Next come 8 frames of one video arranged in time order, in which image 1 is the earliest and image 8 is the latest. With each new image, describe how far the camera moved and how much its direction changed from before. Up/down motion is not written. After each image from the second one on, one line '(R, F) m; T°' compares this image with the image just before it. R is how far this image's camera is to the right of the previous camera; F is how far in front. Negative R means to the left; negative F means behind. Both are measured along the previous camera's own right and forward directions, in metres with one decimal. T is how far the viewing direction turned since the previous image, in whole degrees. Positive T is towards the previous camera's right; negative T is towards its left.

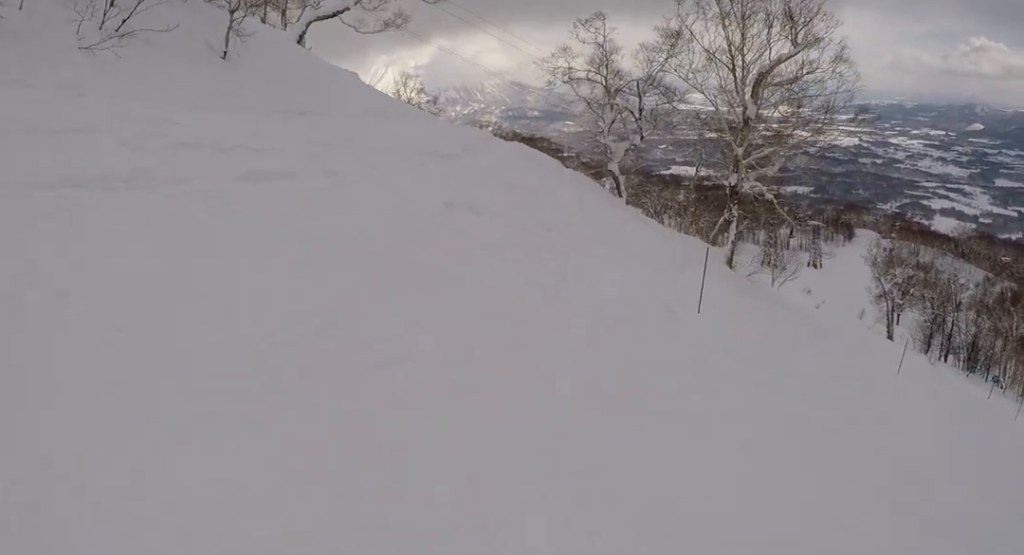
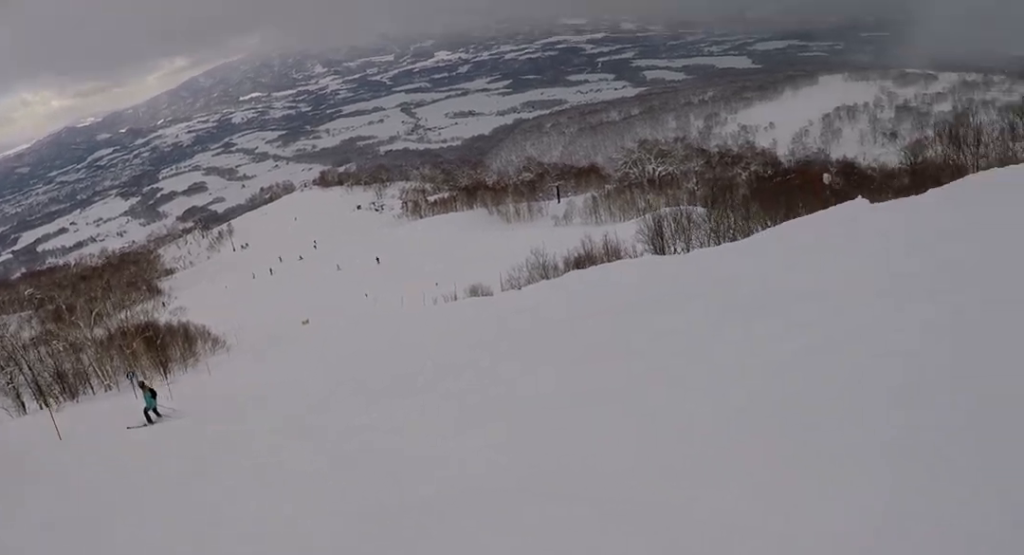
(+5.5, +6.2) m; +84°
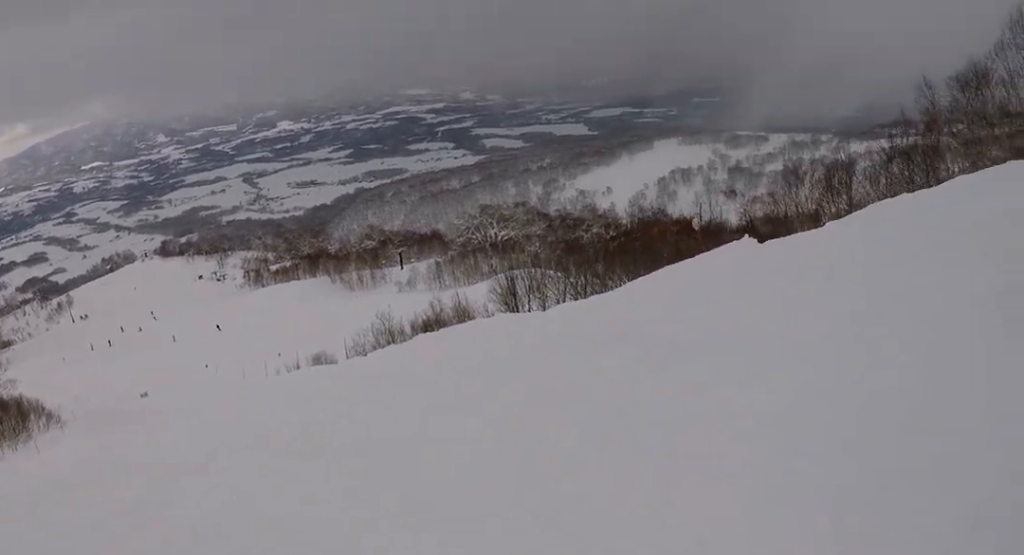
(+0.3, +2.3) m; +3°
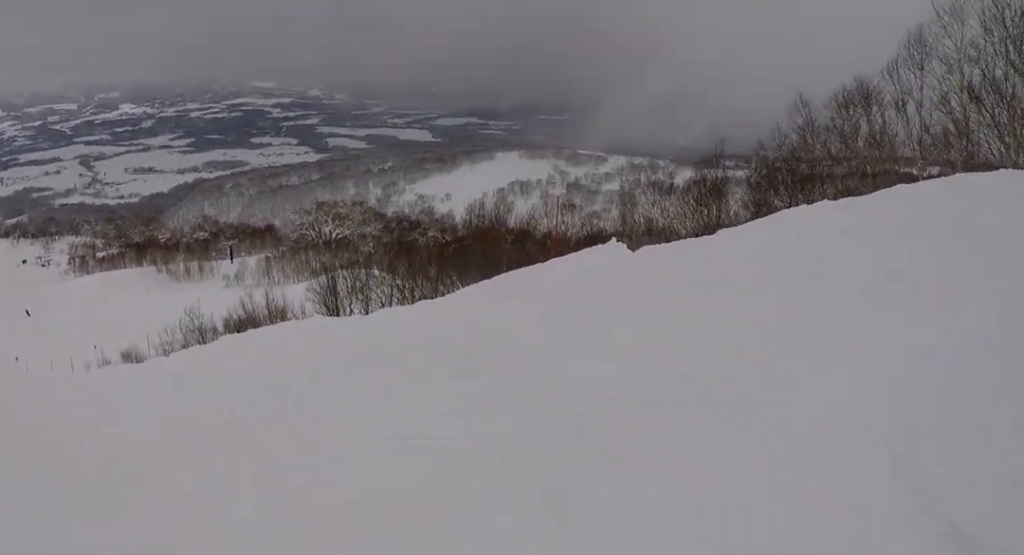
(+0.3, +3.8) m; -3°
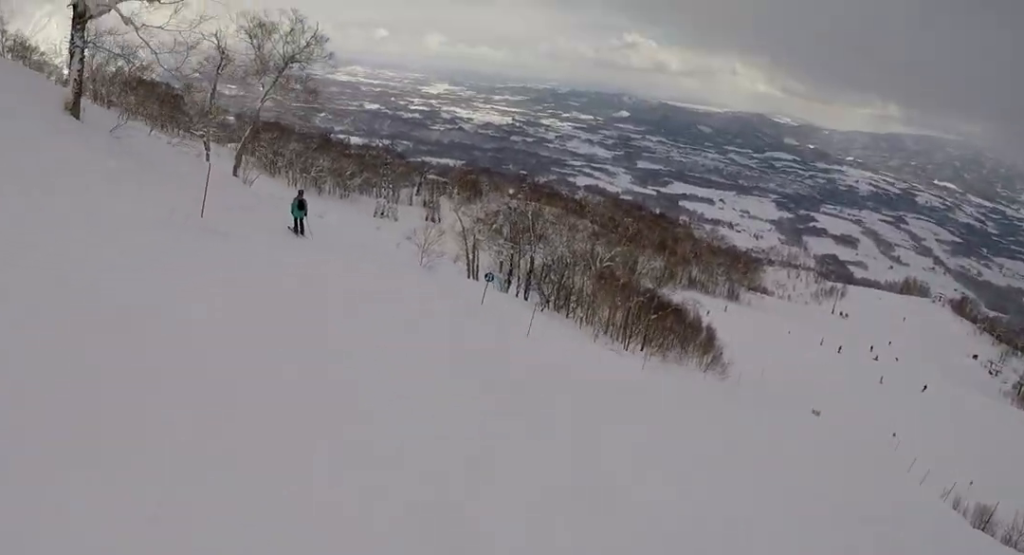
(-1.6, +6.0) m; -41°
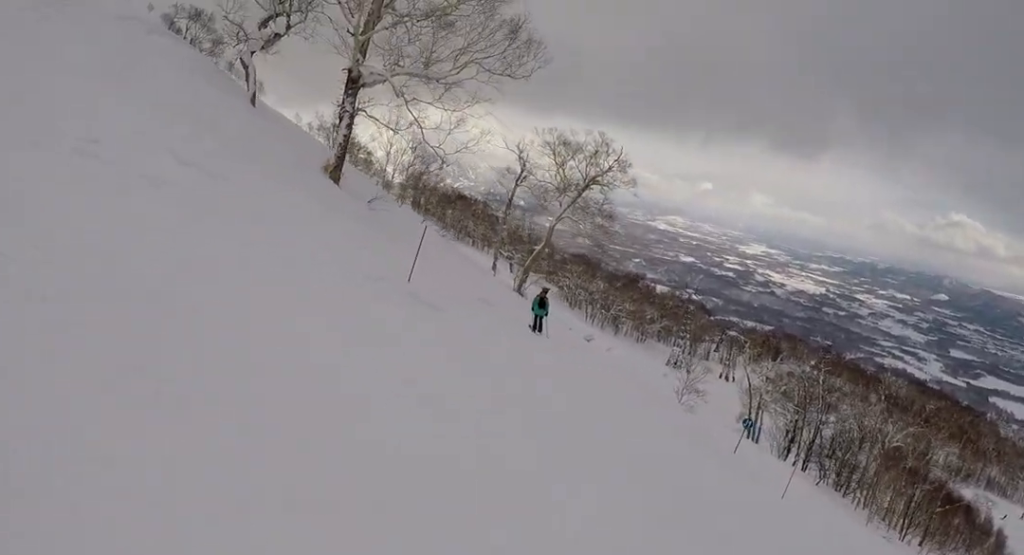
(-0.1, +2.9) m; -26°
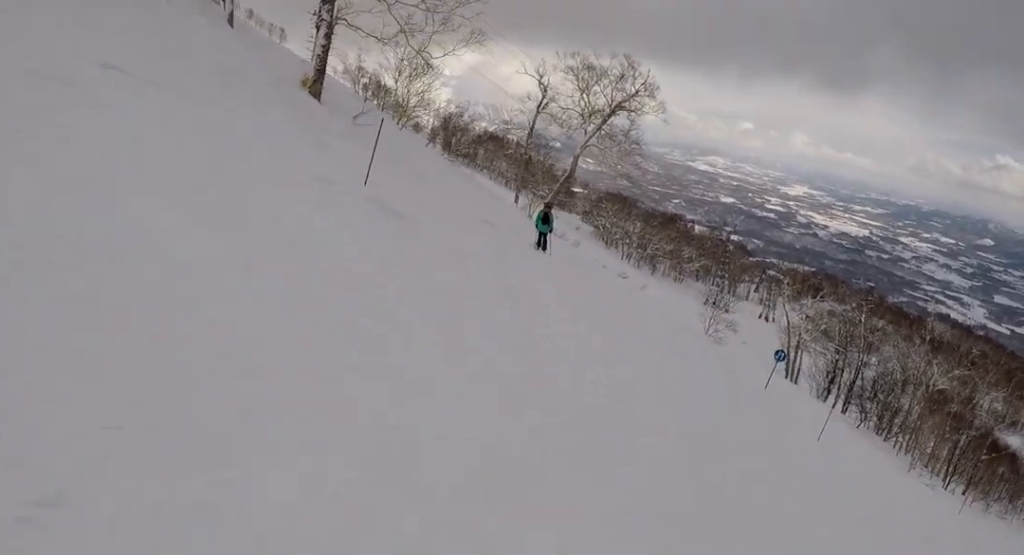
(-1.1, +2.5) m; -9°
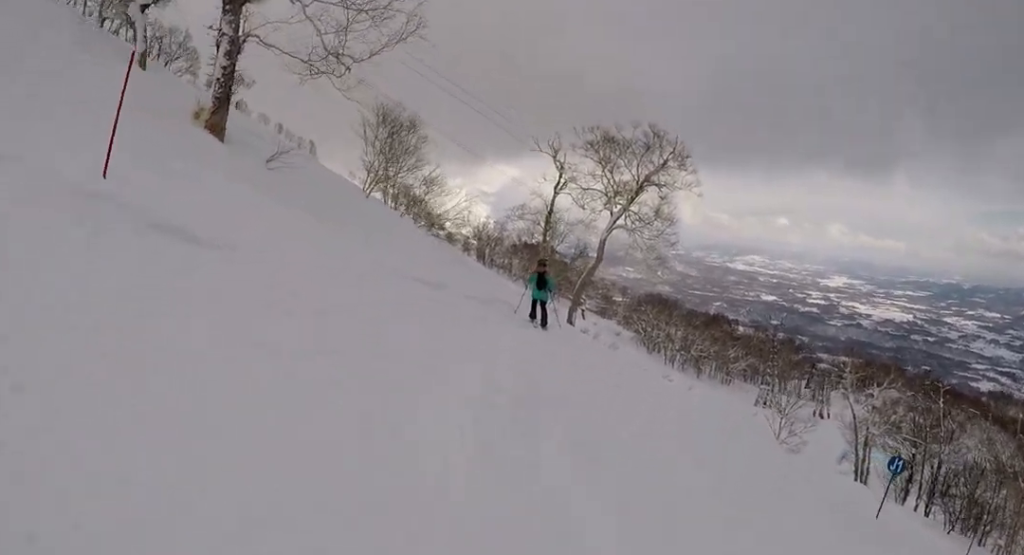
(-0.9, +6.5) m; -15°
